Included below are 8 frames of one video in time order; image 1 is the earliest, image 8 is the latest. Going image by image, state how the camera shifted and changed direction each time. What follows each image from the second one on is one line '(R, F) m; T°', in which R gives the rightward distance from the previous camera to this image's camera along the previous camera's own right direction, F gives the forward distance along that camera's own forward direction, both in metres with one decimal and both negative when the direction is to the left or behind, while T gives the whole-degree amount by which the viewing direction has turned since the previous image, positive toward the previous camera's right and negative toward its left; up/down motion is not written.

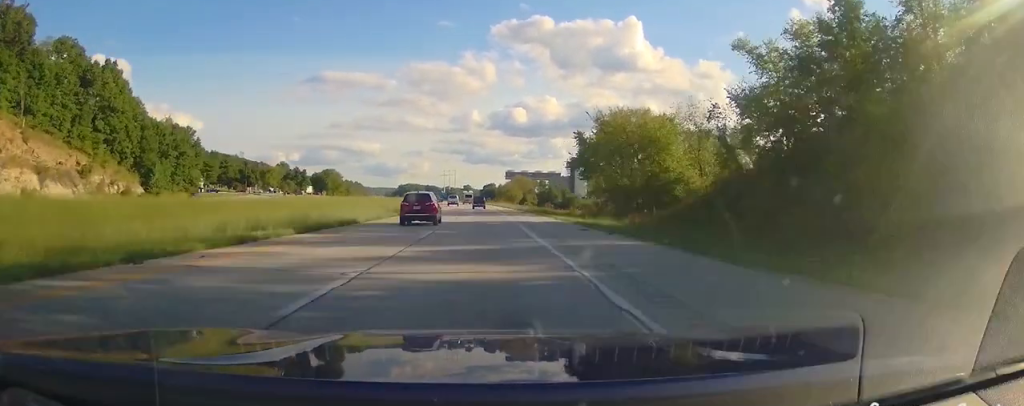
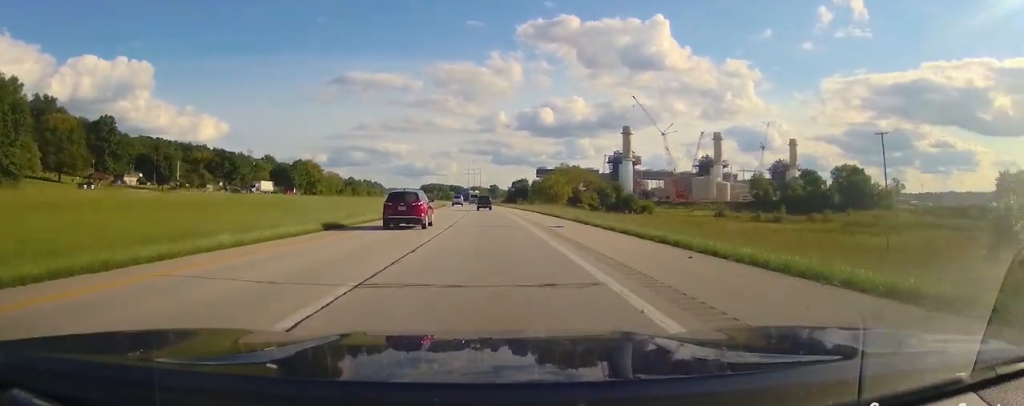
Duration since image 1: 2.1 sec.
(0.0, +74.7) m; 0°
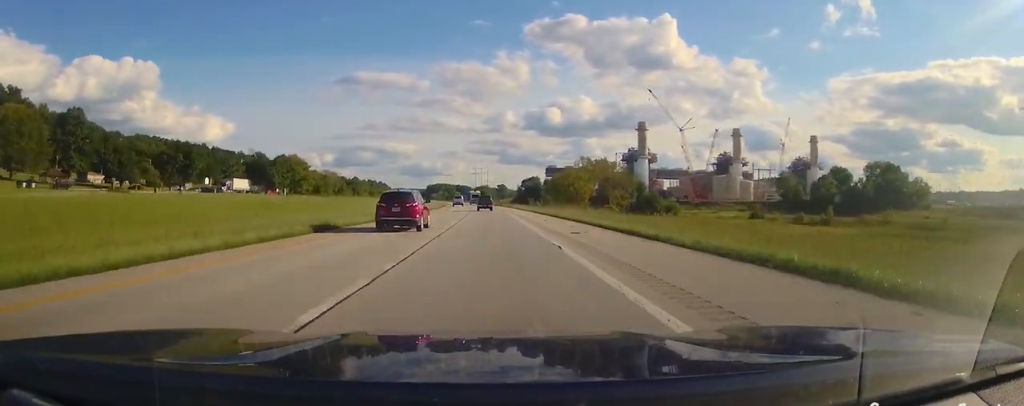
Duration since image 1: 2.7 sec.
(0.0, +24.1) m; 0°
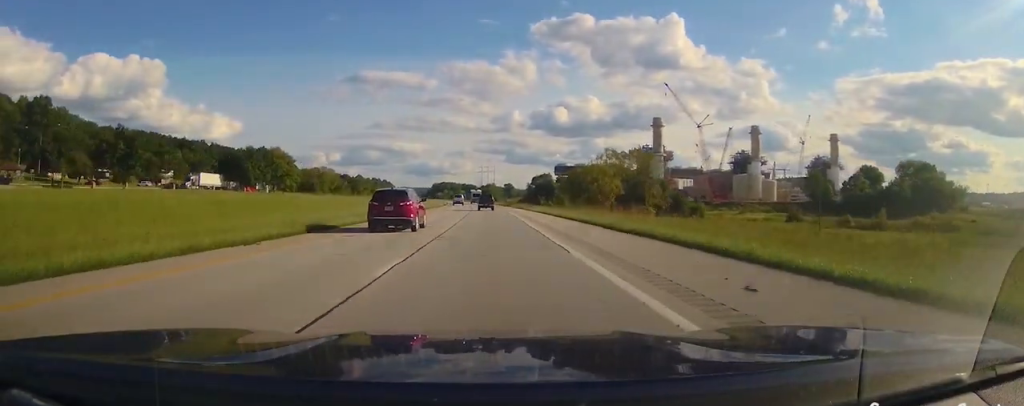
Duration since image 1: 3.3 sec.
(0.0, +21.7) m; 0°
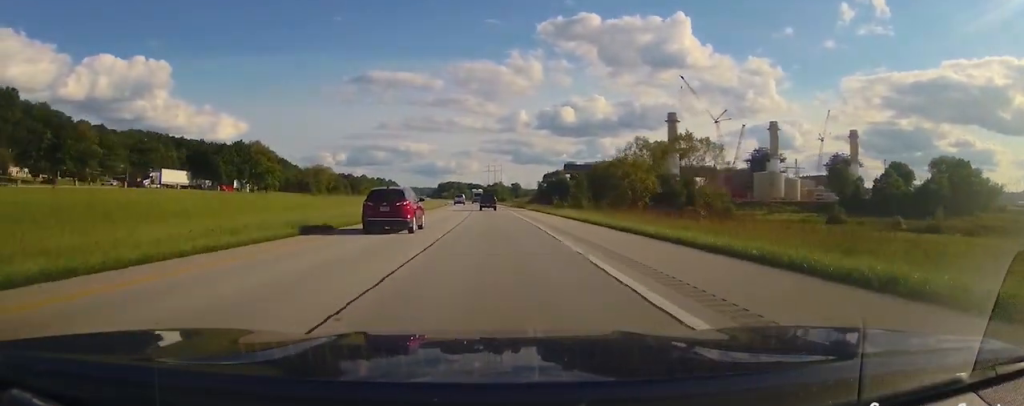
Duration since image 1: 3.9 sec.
(0.0, +19.4) m; 0°
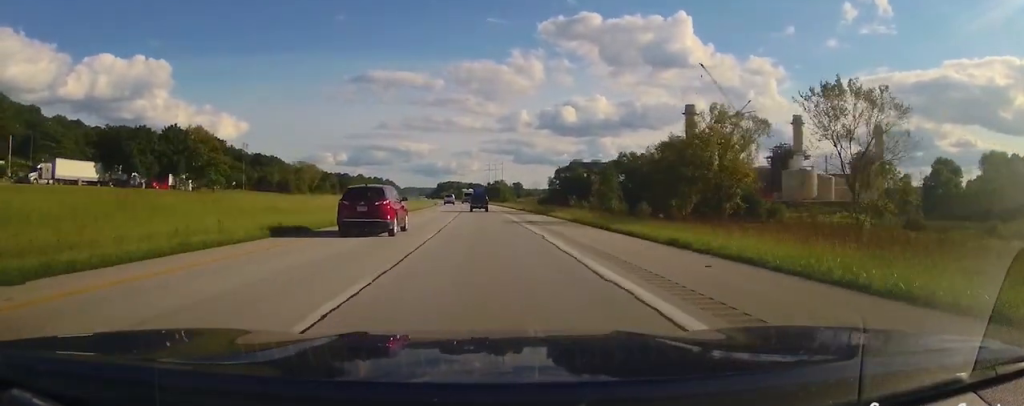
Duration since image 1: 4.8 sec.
(0.0, +32.9) m; 0°
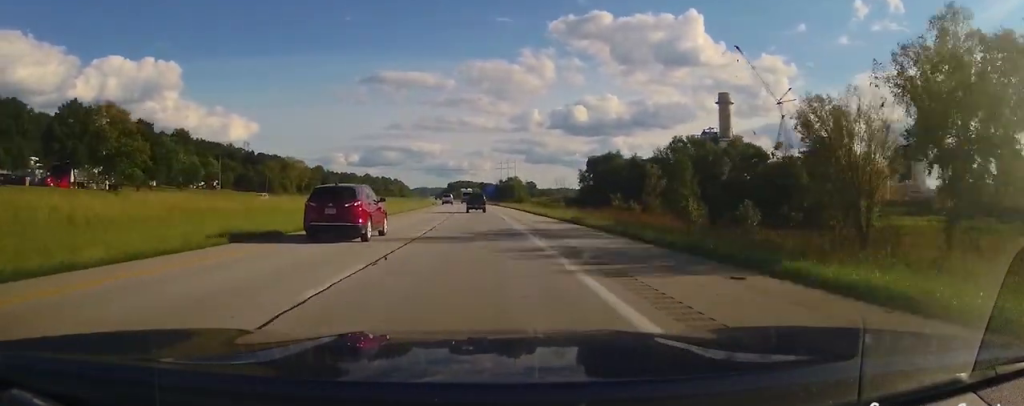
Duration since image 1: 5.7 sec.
(0.0, +35.3) m; 0°
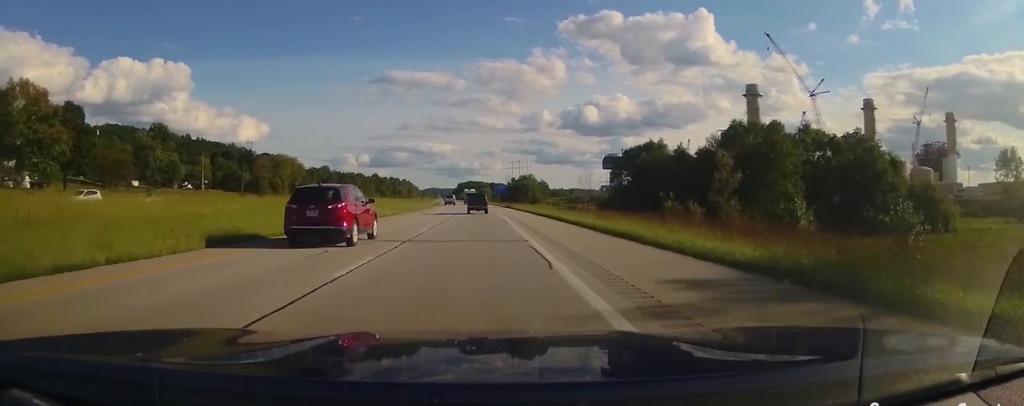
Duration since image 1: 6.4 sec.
(0.0, +22.9) m; -1°
